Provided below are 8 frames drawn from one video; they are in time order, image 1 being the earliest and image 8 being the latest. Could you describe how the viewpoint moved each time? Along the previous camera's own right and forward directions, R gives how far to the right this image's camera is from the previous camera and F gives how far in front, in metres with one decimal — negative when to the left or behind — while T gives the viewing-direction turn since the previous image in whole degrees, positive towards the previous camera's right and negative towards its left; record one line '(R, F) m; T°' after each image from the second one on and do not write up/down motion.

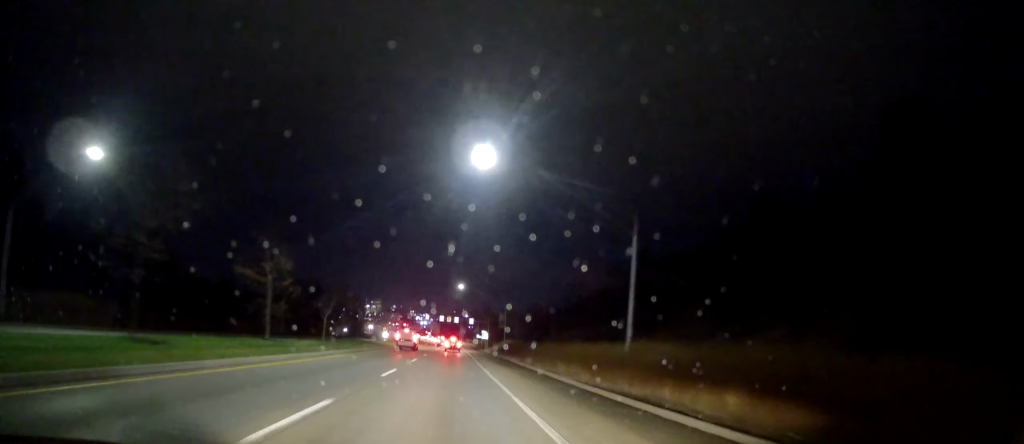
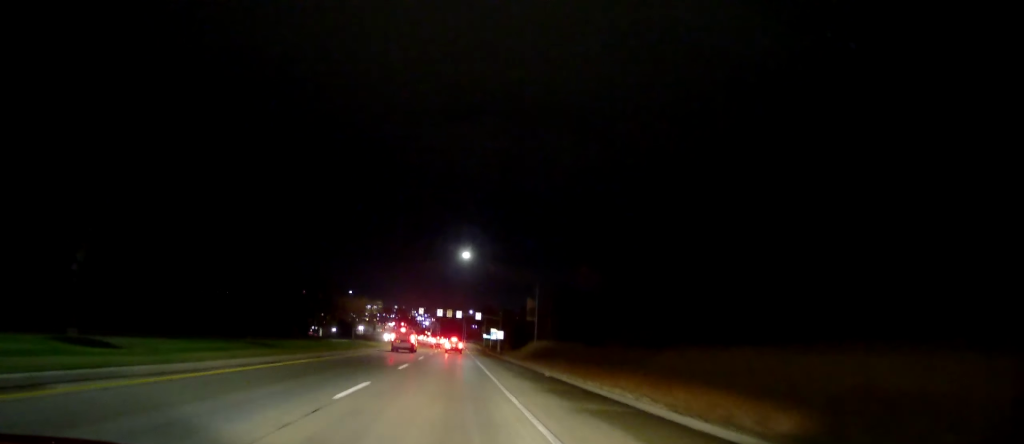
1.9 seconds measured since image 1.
(+0.6, +34.2) m; 0°
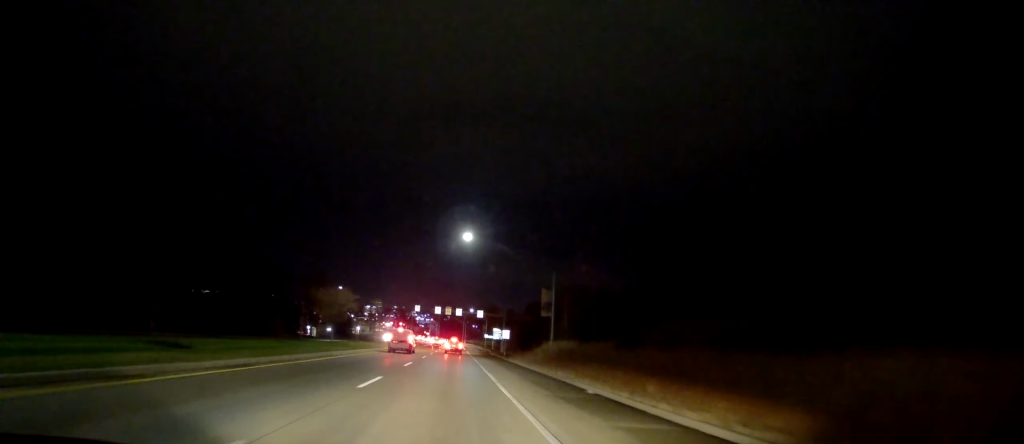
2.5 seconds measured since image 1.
(-0.1, +10.4) m; 0°
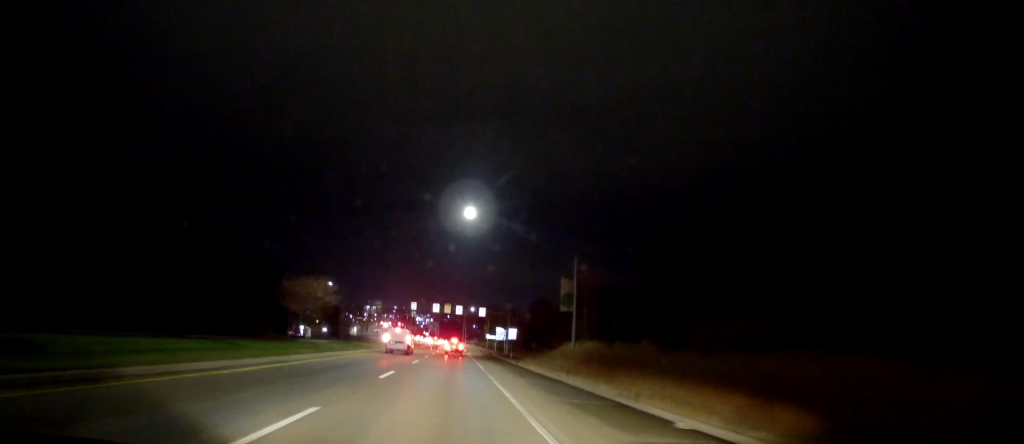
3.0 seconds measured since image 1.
(+0.1, +8.7) m; +1°
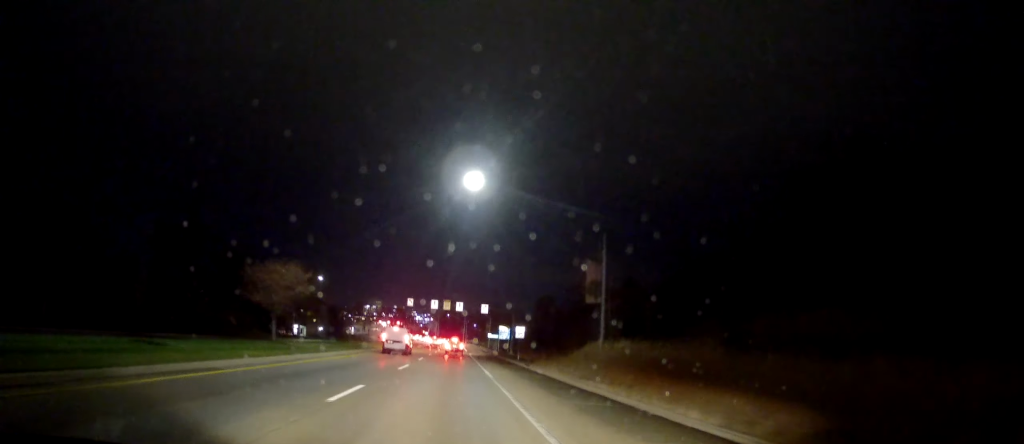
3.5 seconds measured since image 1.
(0.0, +7.6) m; +1°
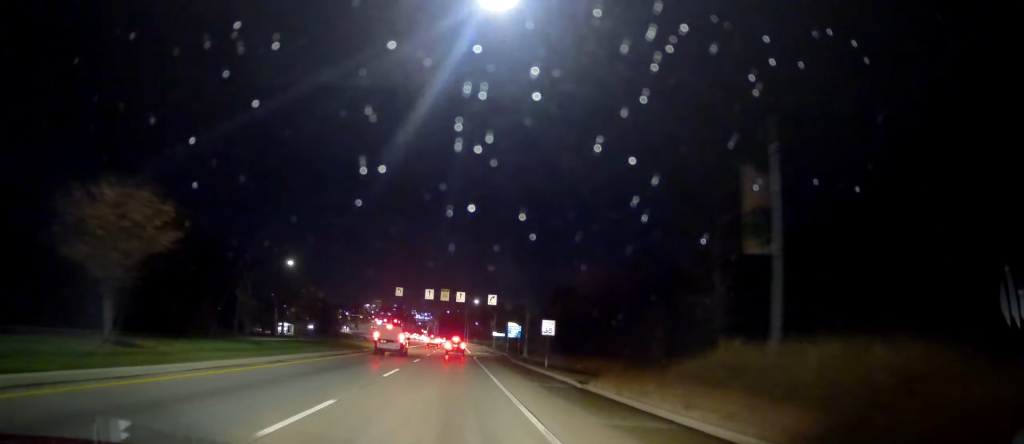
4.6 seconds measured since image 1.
(+0.3, +17.1) m; 0°
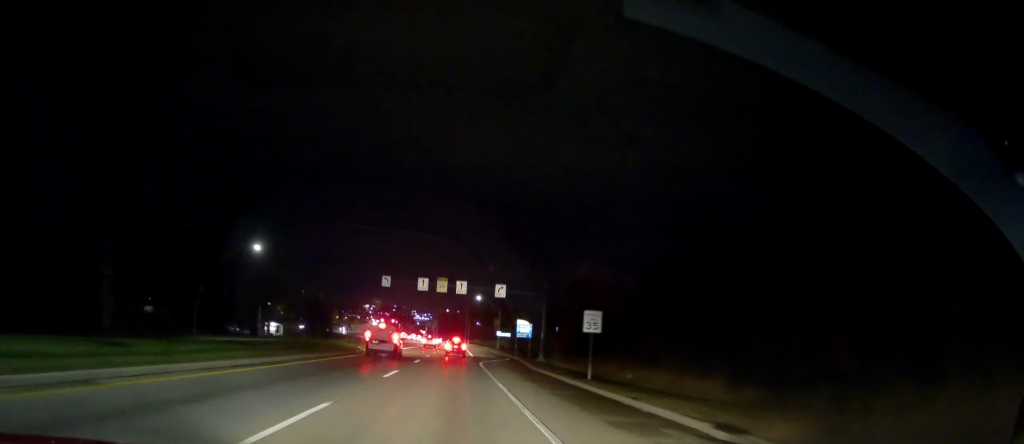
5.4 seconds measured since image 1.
(-0.2, +12.4) m; -3°
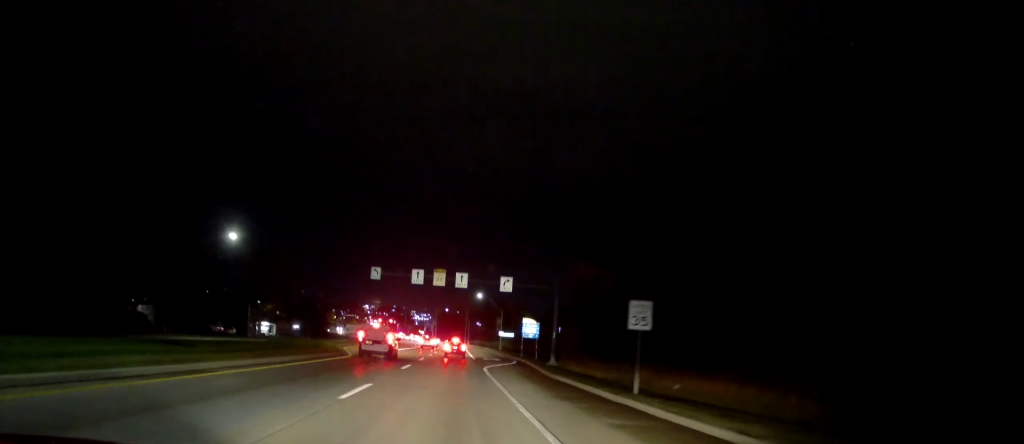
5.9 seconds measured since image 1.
(-0.2, +6.8) m; 0°
